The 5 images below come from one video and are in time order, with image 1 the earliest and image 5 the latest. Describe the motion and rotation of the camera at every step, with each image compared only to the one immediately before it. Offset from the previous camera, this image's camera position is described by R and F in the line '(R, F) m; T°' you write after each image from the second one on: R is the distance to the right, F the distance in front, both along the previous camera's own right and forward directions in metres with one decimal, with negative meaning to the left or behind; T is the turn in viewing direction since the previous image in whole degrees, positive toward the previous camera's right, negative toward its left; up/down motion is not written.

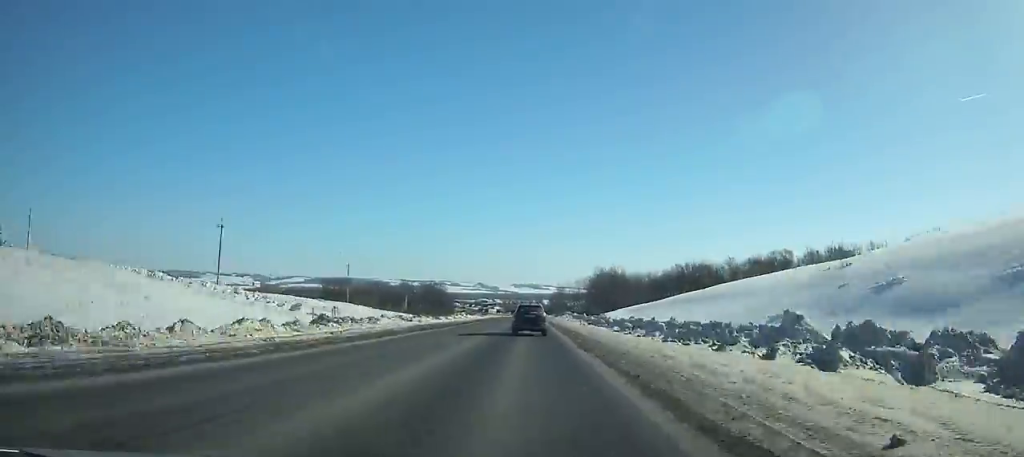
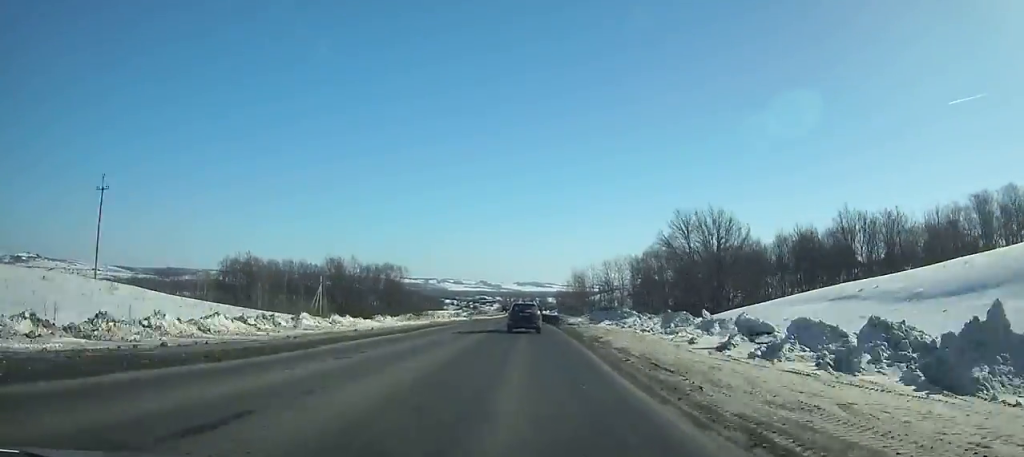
(+0.4, +77.8) m; 0°
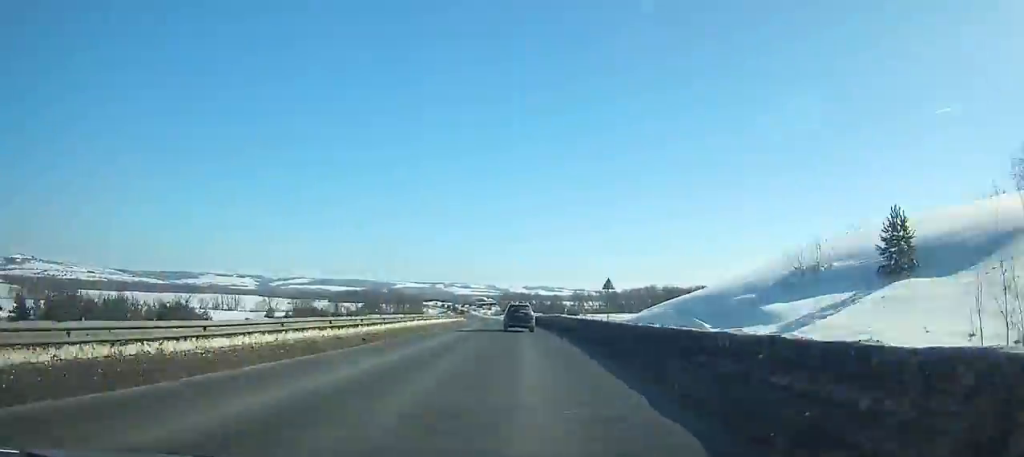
(-0.1, +156.8) m; -1°
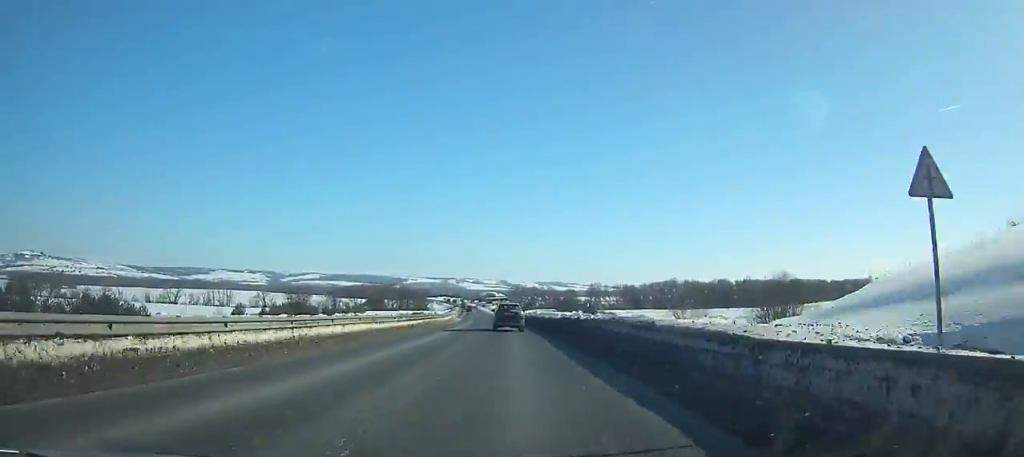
(-0.5, +29.6) m; -1°
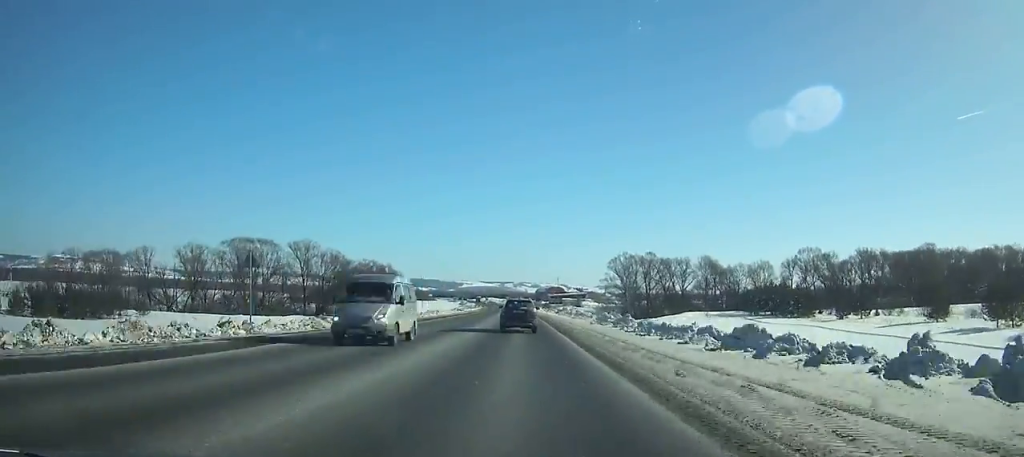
(-16.8, +255.5) m; -5°
